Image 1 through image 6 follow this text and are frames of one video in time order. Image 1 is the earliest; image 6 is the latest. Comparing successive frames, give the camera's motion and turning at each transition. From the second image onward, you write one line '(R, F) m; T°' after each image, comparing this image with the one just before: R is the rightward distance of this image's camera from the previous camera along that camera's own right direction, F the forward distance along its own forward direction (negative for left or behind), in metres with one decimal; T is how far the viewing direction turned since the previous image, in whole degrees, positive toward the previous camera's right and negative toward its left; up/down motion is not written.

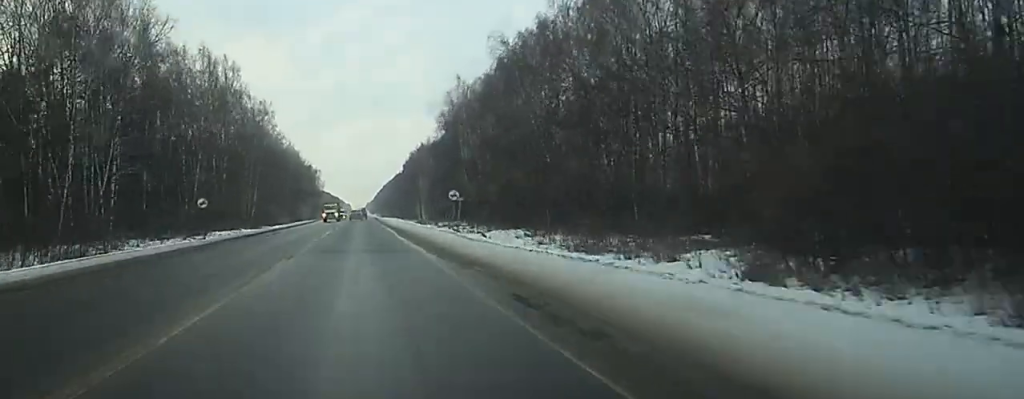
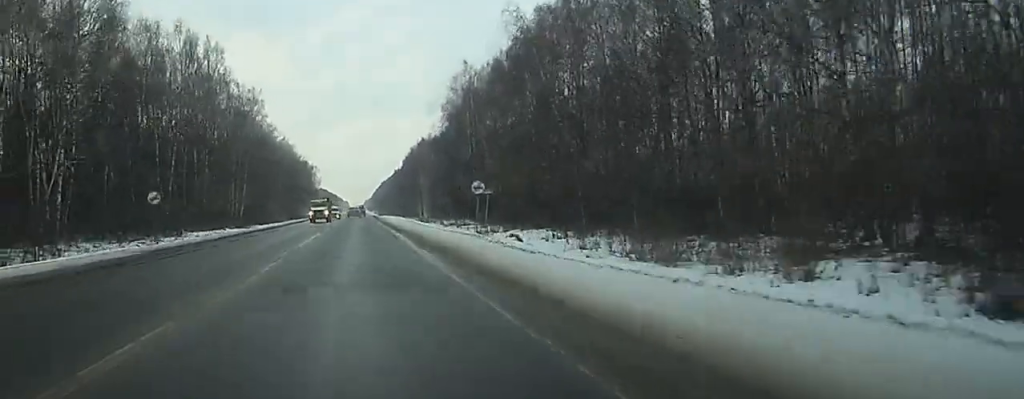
(+0.1, +11.7) m; -2°
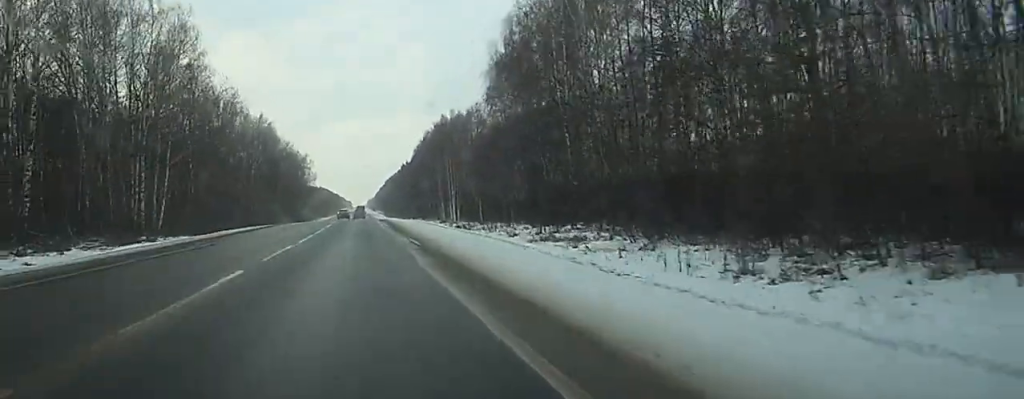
(+1.0, +64.6) m; +1°
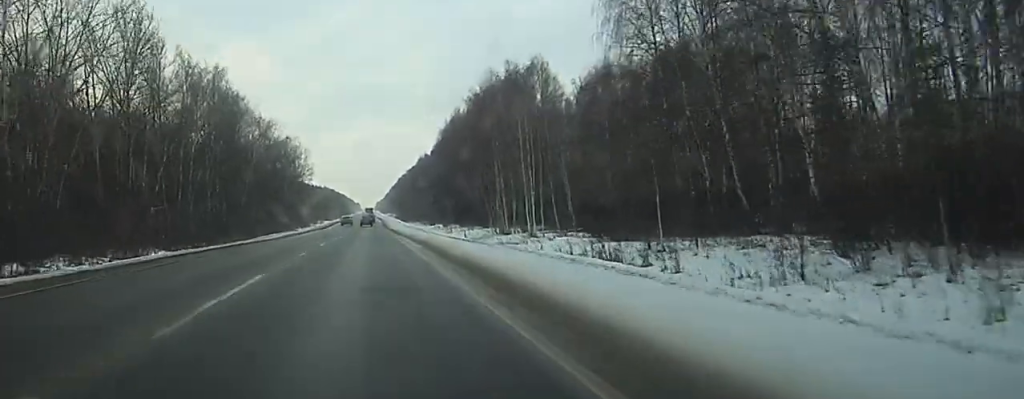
(-3.4, +86.1) m; -2°
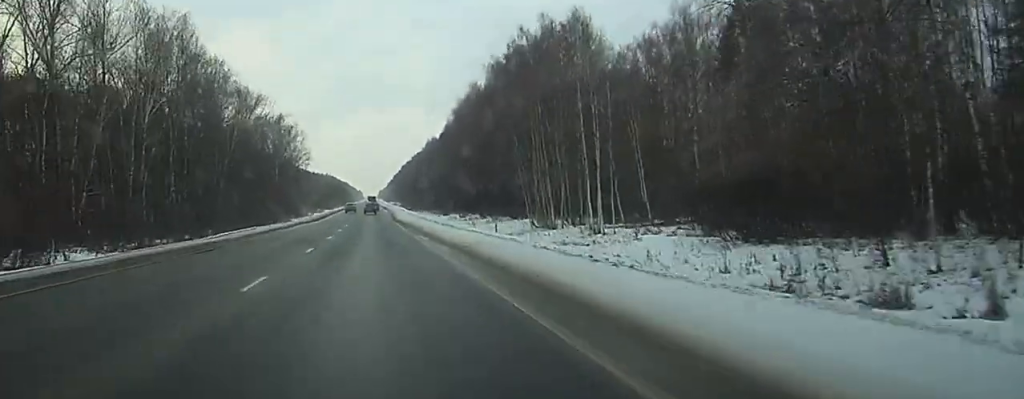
(0.0, +29.2) m; +3°
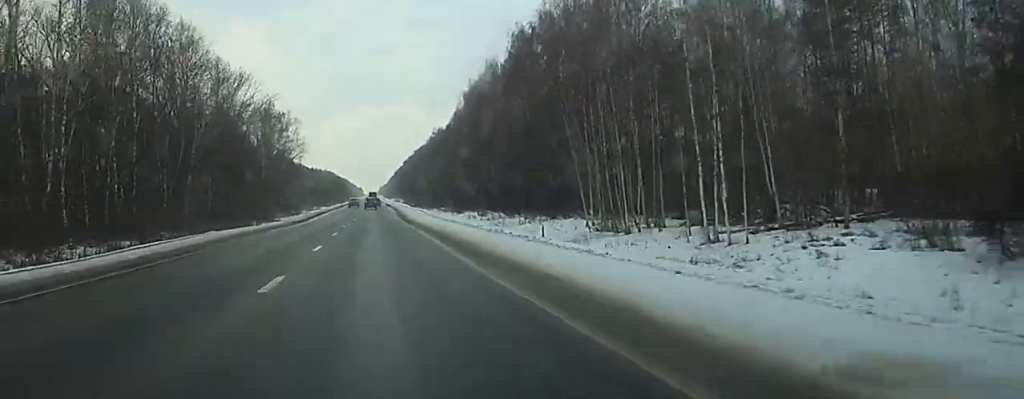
(+1.1, +23.7) m; +1°
